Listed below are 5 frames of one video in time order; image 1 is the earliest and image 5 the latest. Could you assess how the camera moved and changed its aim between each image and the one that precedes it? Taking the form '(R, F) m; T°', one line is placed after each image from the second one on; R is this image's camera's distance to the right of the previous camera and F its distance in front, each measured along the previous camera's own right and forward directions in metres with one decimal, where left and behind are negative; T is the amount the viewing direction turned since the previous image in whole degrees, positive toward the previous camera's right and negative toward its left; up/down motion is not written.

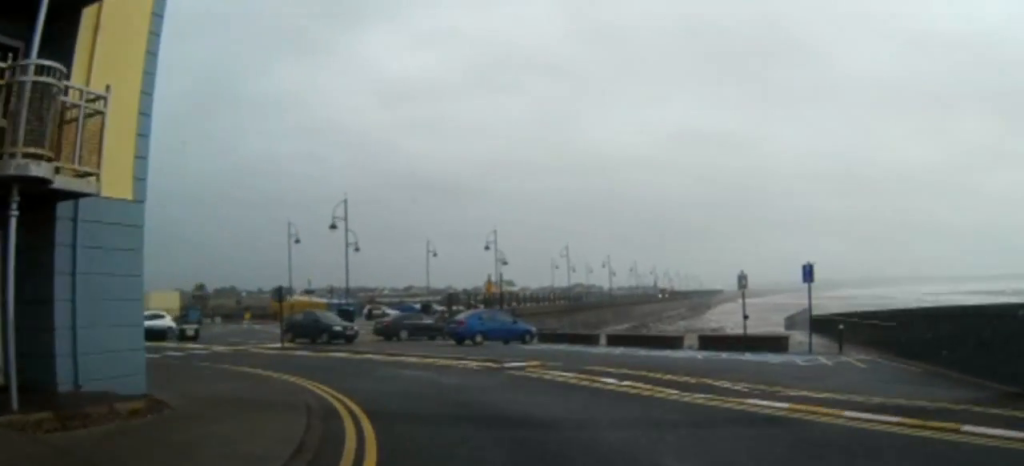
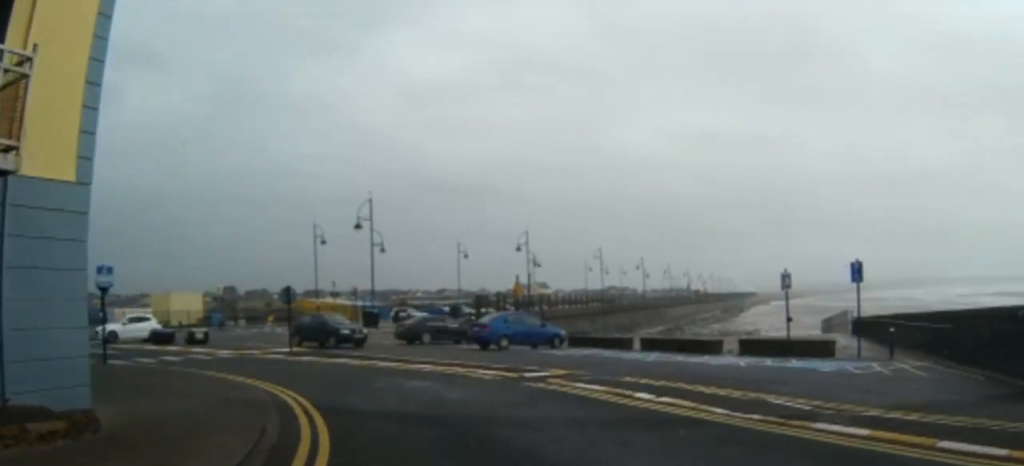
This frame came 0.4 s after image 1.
(0.0, +2.5) m; -1°
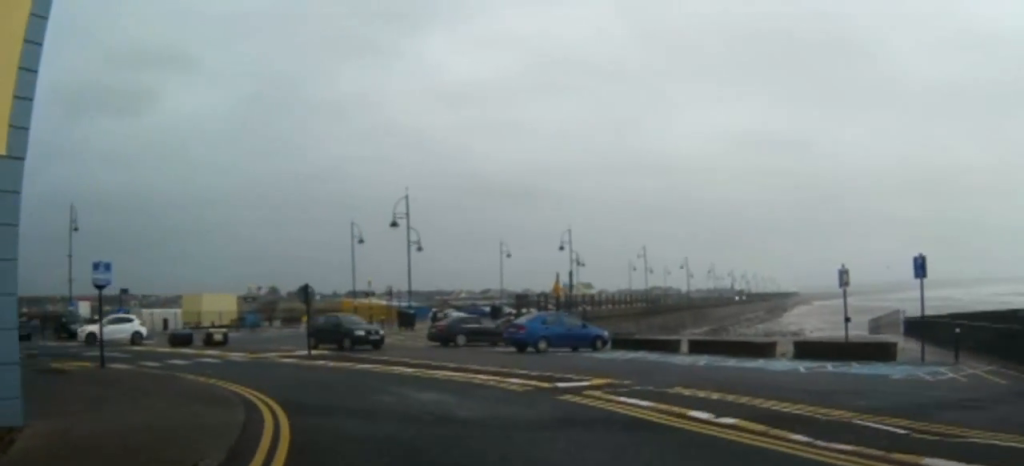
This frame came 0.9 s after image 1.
(-0.1, +2.4) m; -1°
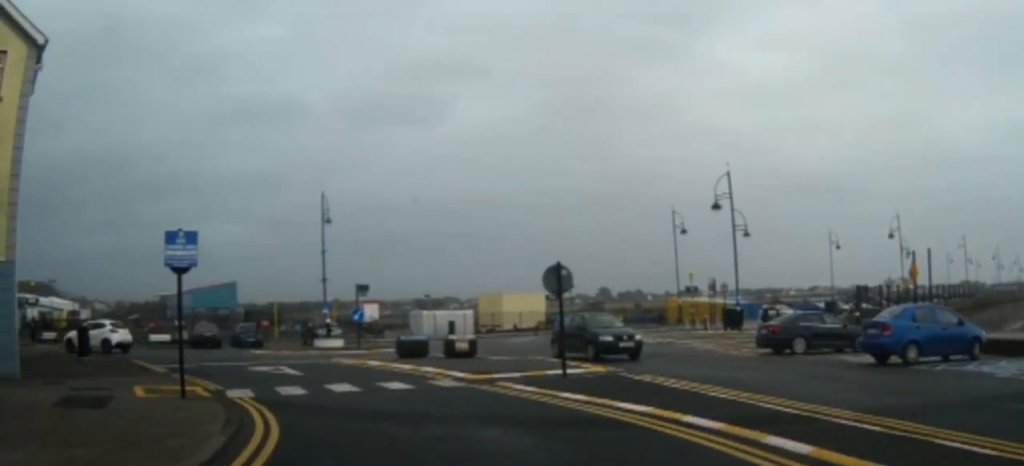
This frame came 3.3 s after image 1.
(-0.3, +10.7) m; -41°
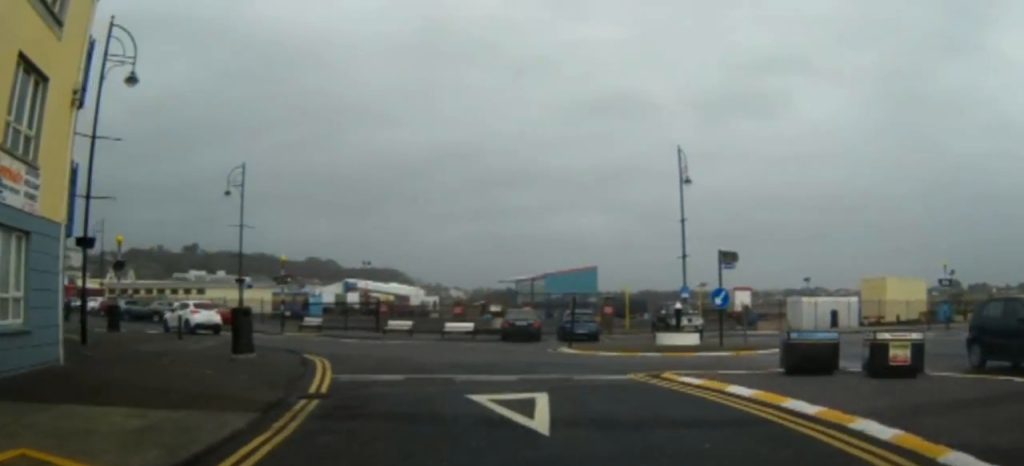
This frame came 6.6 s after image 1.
(-6.3, +8.8) m; -25°
